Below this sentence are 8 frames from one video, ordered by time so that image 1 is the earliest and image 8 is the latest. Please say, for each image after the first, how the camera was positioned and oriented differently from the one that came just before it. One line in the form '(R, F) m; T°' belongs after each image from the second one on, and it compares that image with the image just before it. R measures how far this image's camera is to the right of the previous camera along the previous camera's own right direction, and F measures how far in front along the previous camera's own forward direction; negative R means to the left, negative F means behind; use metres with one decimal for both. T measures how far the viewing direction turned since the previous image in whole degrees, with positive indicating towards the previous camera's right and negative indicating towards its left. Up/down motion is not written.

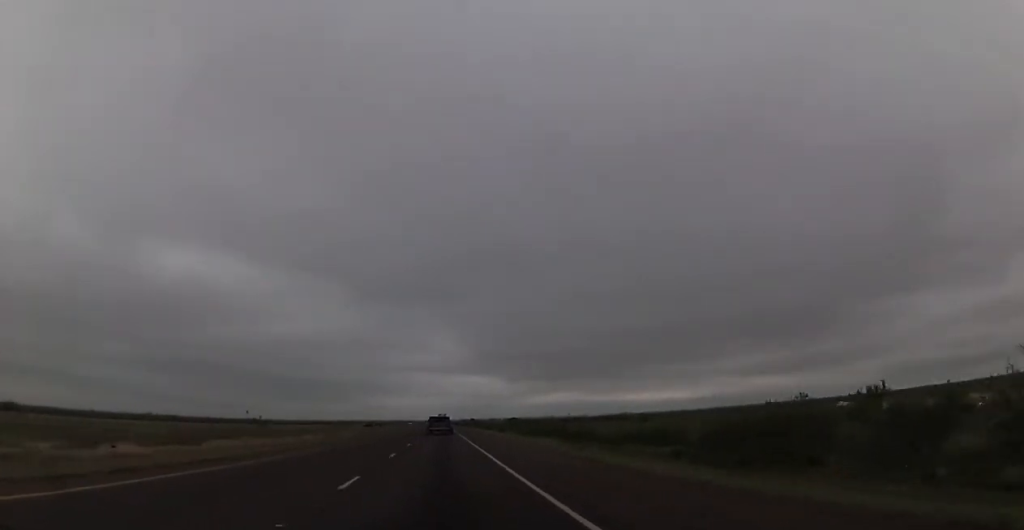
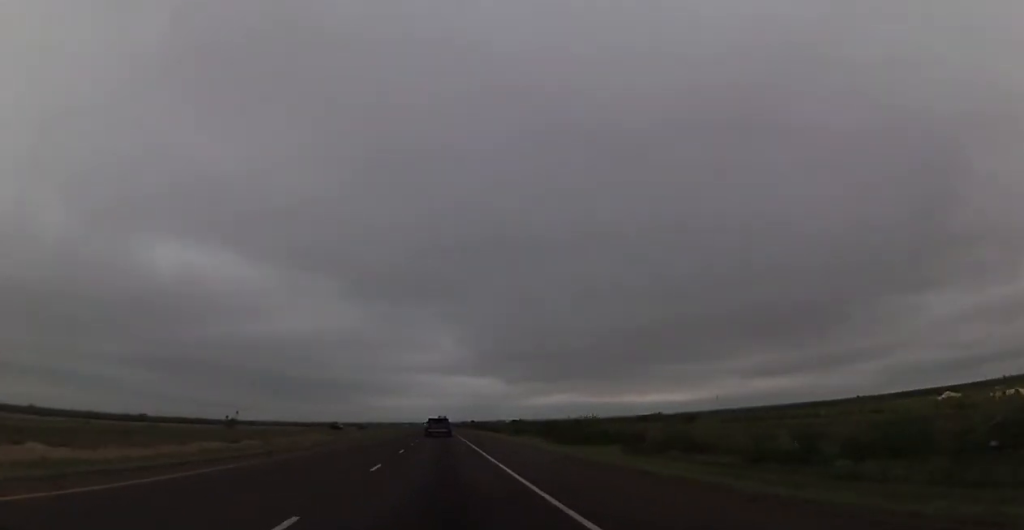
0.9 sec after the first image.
(-0.6, +31.5) m; -1°
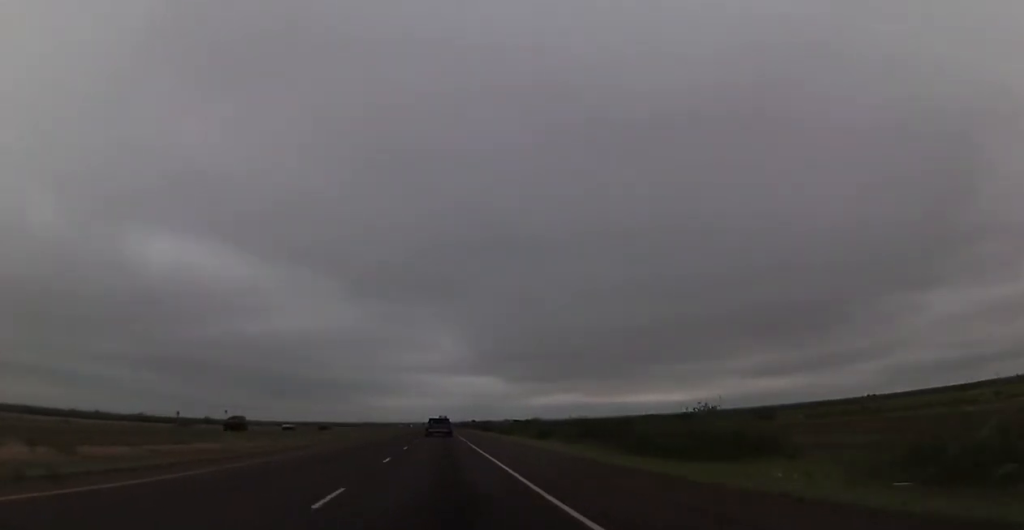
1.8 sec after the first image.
(+0.1, +32.8) m; 0°
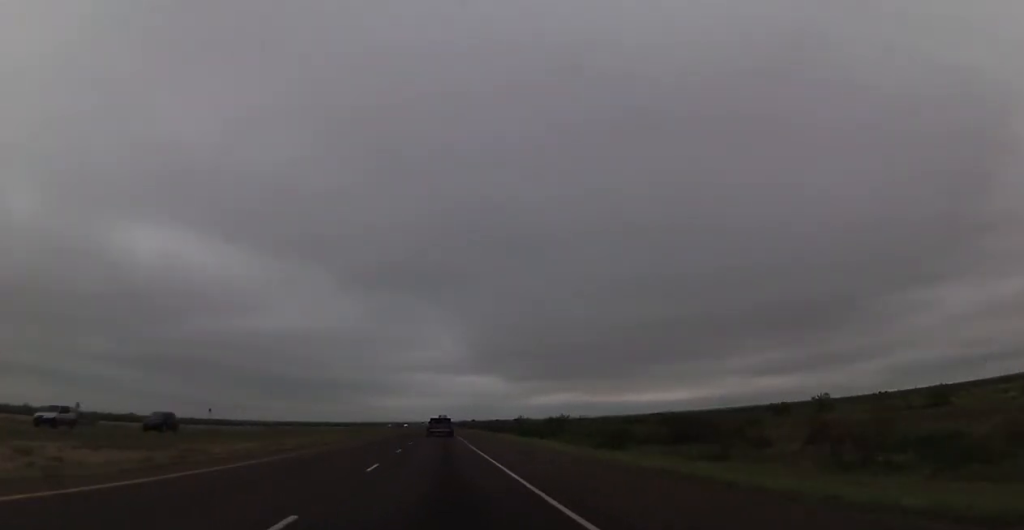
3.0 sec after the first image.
(-0.2, +40.8) m; +1°
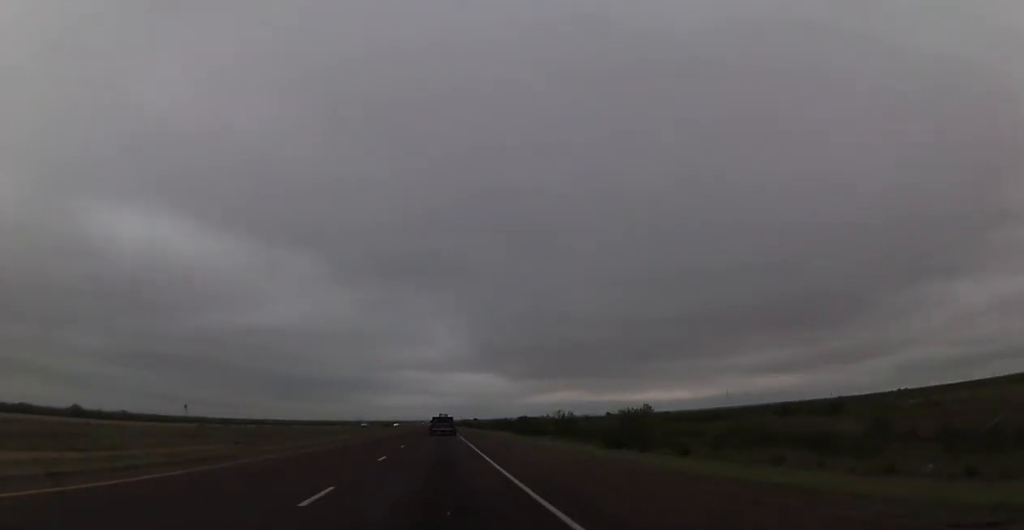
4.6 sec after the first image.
(+0.3, +57.2) m; 0°
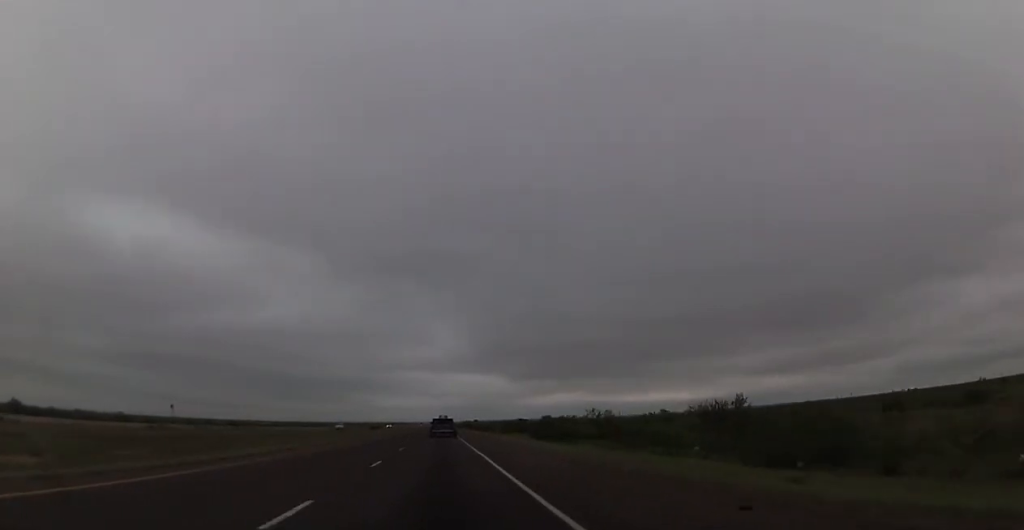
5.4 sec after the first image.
(-0.1, +26.8) m; 0°
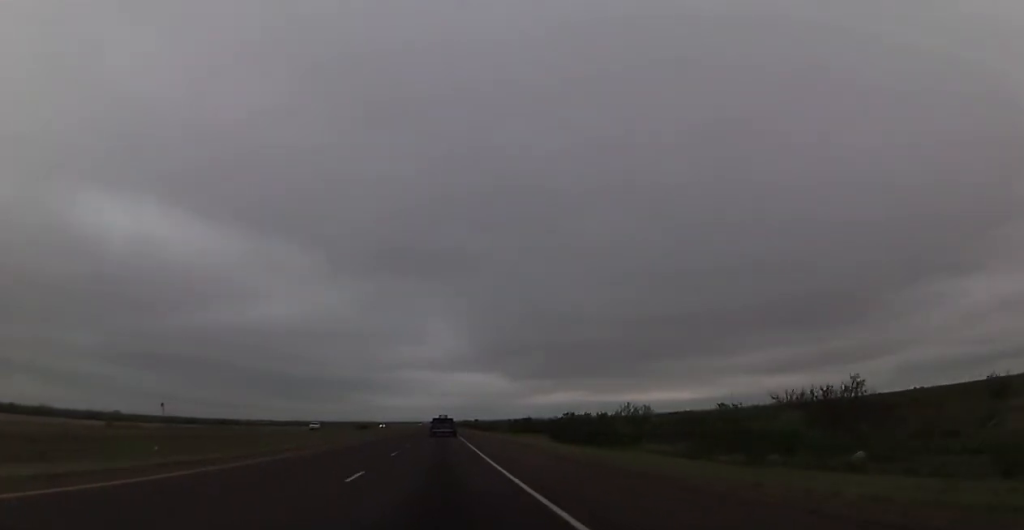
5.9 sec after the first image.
(+0.1, +17.5) m; 0°
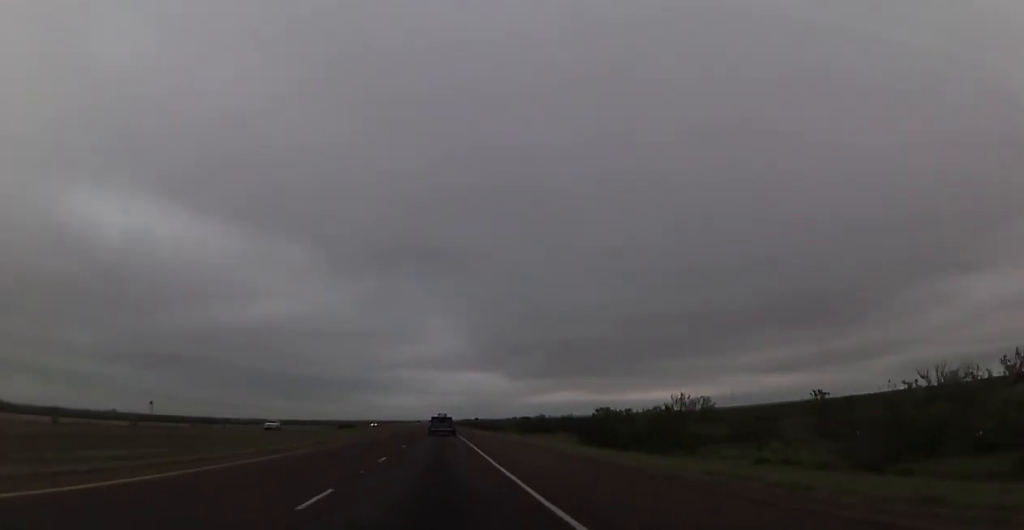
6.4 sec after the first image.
(+0.1, +17.5) m; 0°
